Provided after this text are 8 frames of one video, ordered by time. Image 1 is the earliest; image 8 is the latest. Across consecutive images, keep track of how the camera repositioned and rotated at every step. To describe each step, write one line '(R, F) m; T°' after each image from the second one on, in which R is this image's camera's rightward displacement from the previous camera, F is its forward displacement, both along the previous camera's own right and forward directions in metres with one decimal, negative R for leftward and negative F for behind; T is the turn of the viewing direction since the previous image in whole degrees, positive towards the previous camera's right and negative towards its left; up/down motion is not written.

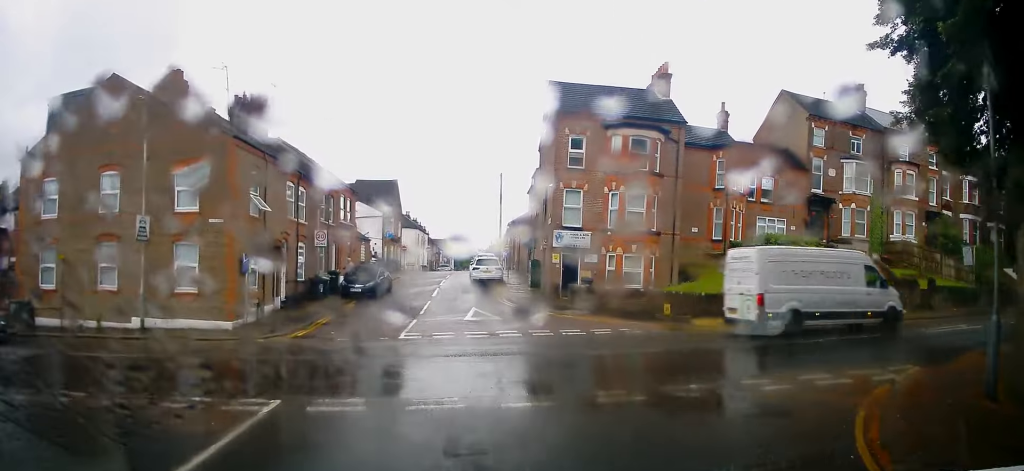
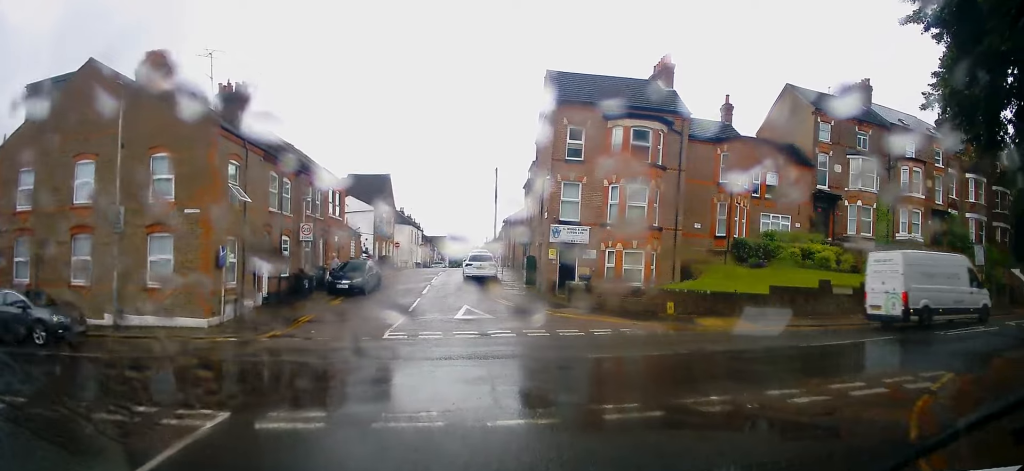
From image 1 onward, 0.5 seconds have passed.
(0.0, +1.4) m; 0°
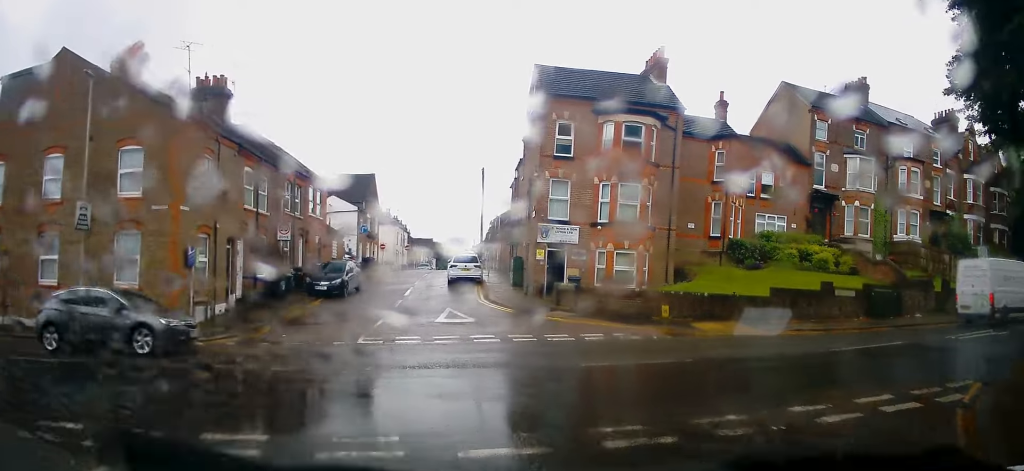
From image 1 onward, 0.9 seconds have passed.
(0.0, +1.2) m; 0°
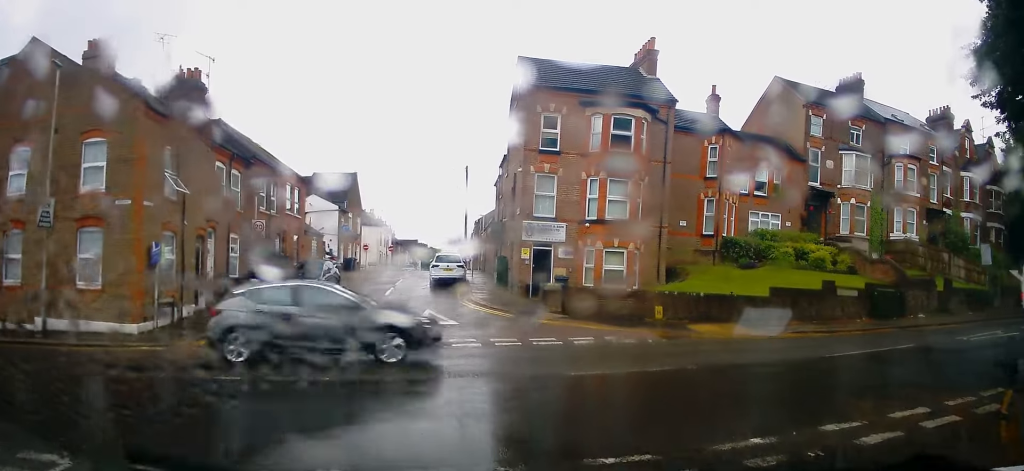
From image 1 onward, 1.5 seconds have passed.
(0.0, +1.3) m; 0°
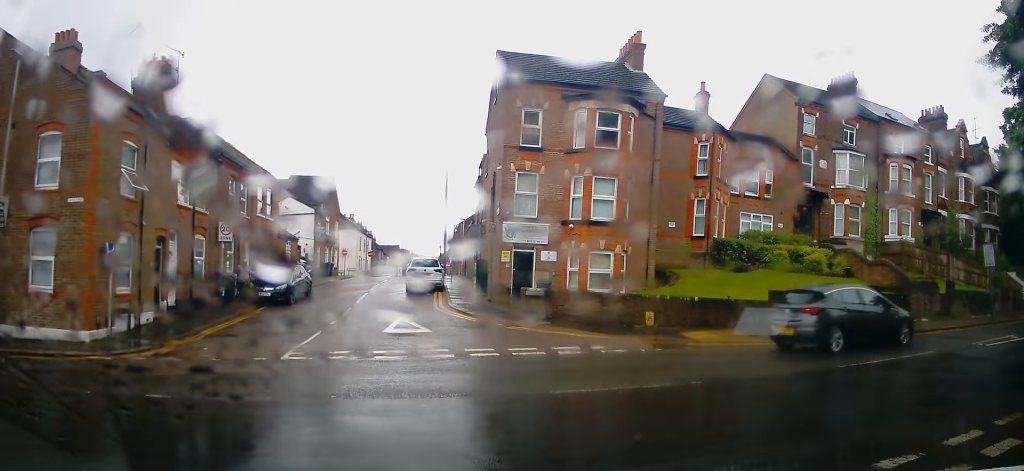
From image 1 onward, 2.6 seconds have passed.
(0.0, +1.7) m; 0°
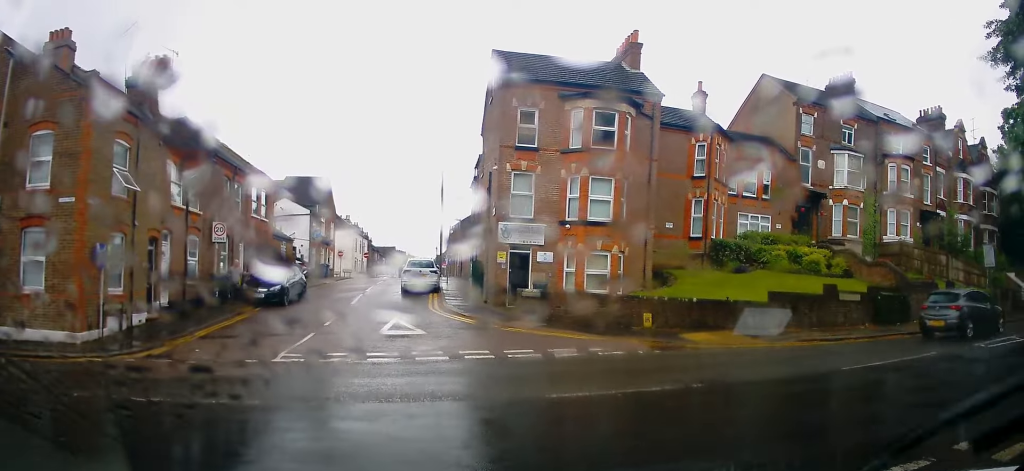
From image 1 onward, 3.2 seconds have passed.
(-0.1, +0.4) m; 0°
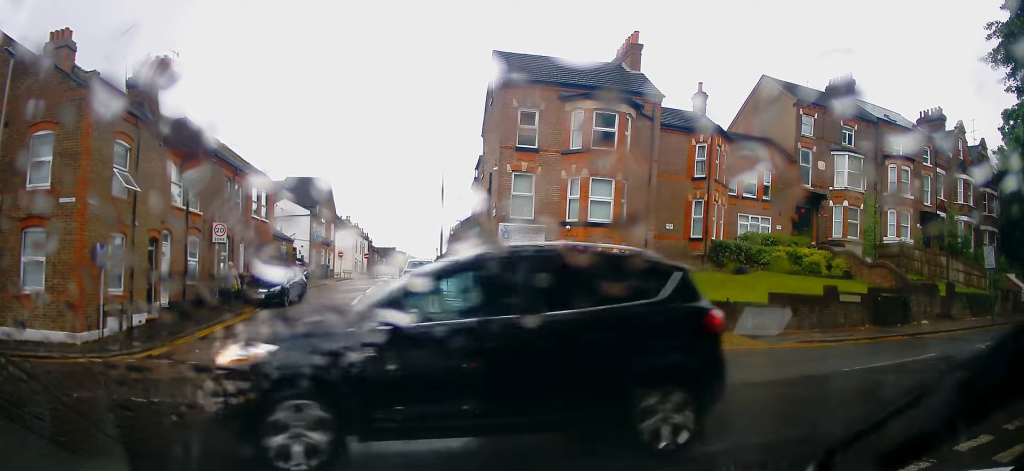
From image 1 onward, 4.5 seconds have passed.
(0.0, +0.1) m; 0°
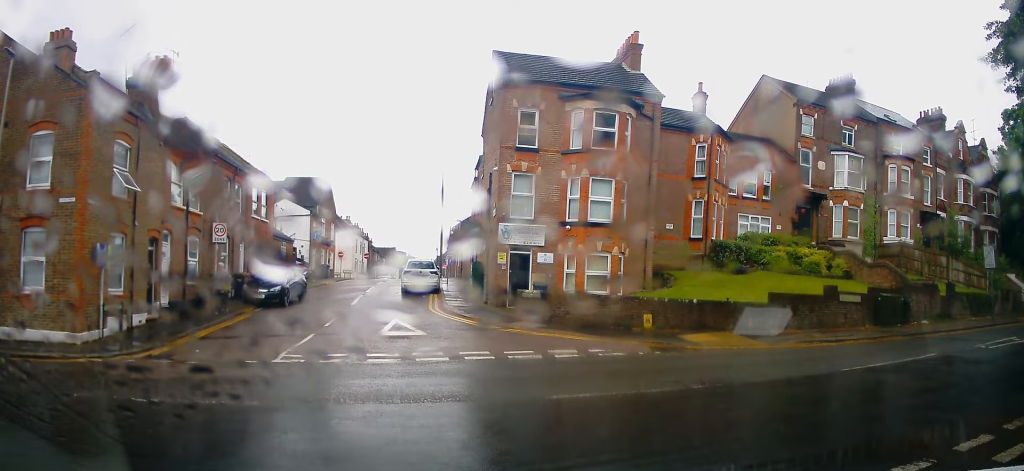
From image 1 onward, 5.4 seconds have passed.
(0.0, 0.0) m; 0°
